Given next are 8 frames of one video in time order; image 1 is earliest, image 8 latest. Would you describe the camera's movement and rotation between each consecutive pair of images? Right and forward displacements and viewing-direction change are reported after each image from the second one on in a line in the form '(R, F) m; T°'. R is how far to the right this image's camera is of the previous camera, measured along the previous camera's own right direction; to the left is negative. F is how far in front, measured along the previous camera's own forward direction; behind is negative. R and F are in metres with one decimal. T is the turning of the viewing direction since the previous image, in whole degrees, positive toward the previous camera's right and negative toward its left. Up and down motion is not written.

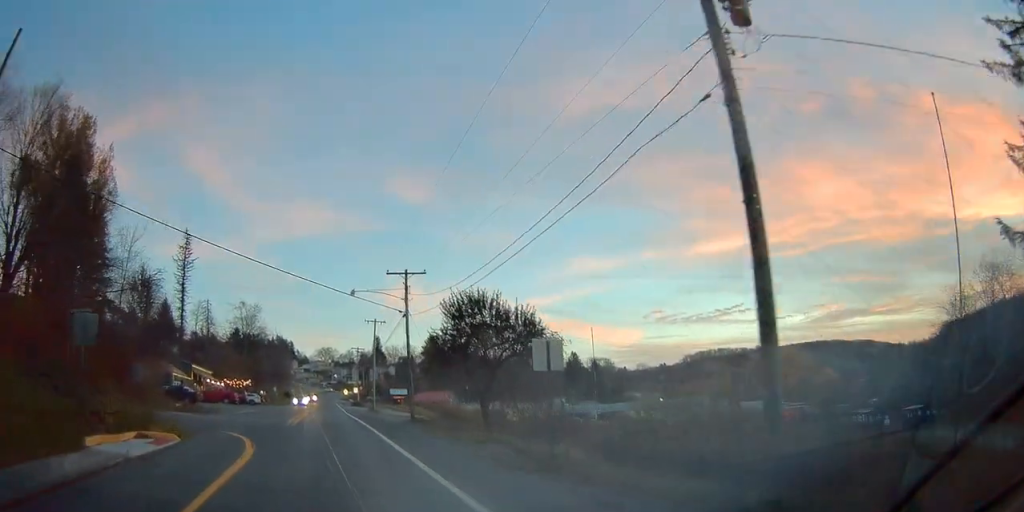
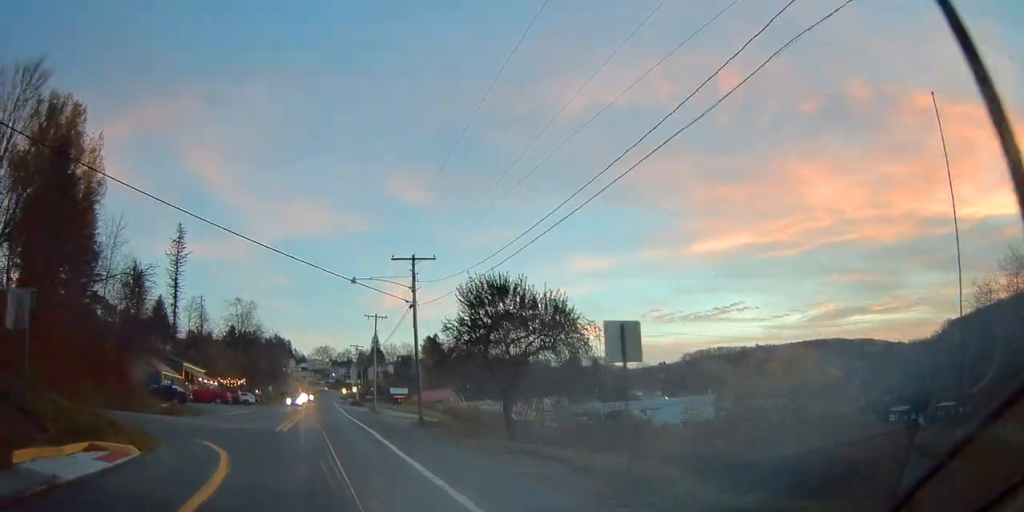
(0.0, +3.8) m; 0°
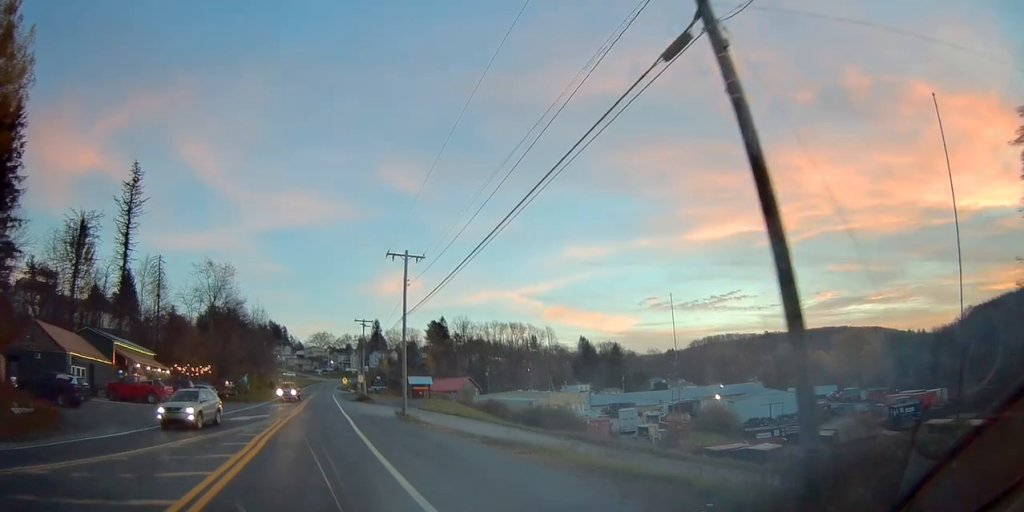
(+0.2, +25.1) m; +1°
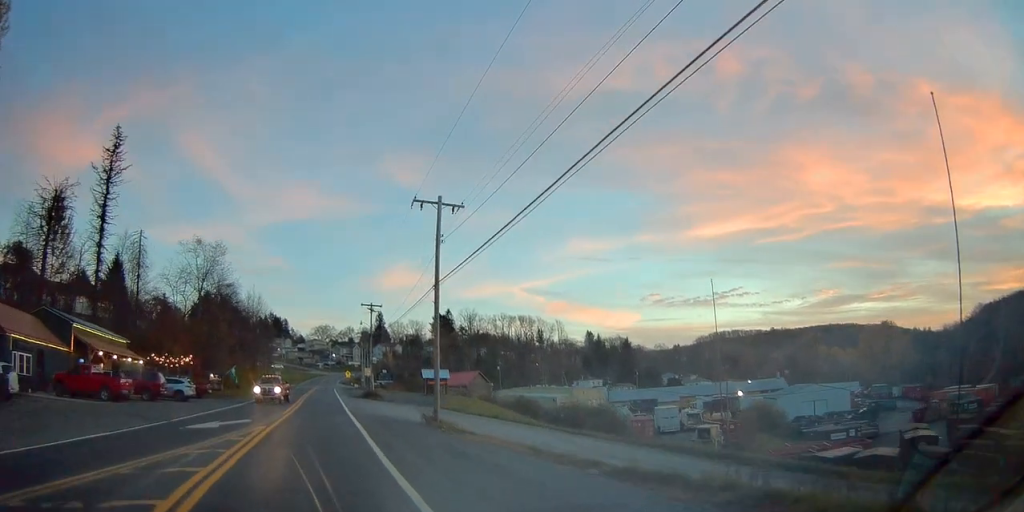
(+0.1, +9.7) m; +1°
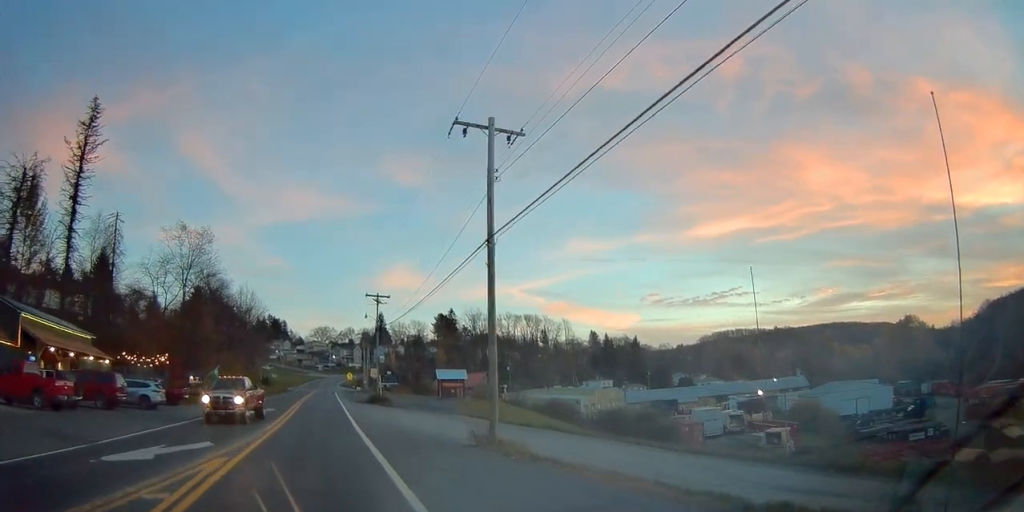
(0.0, +8.5) m; 0°
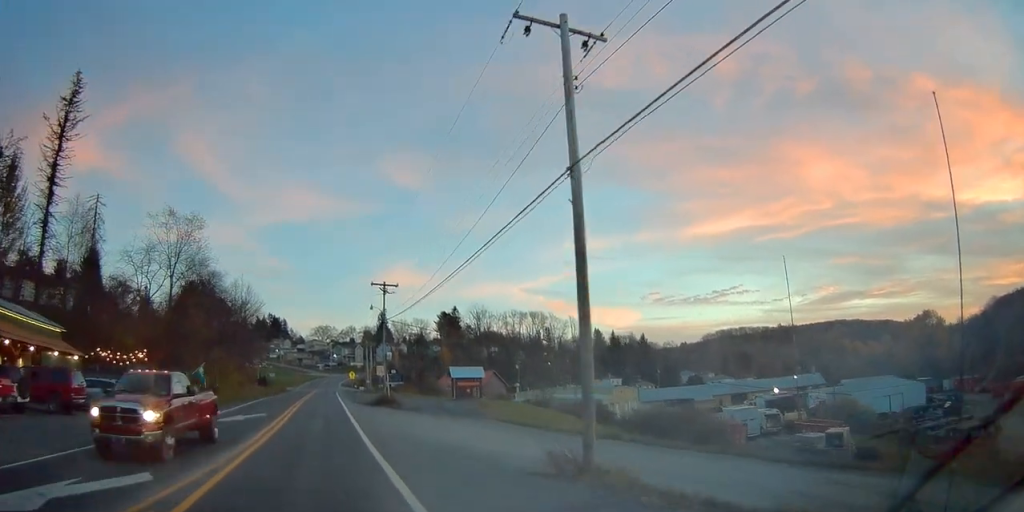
(0.0, +6.1) m; 0°
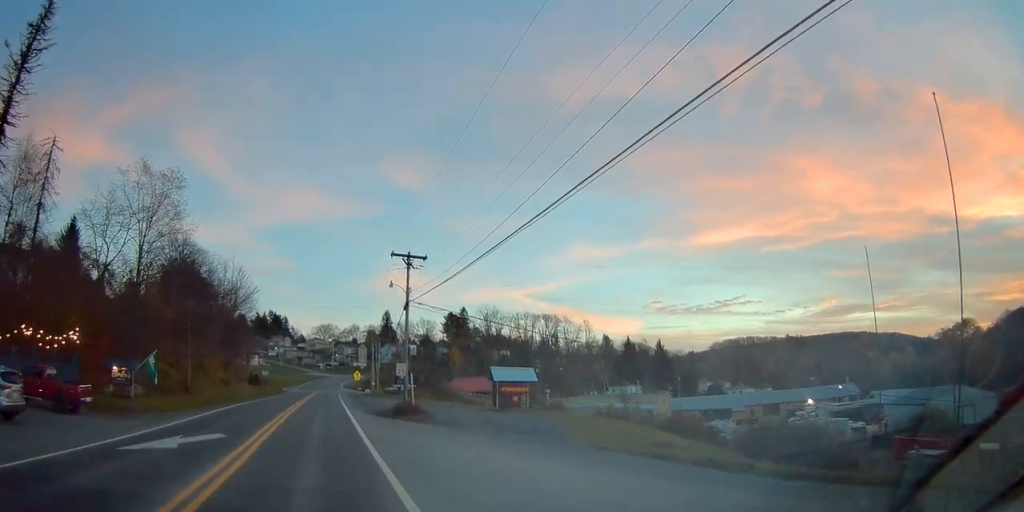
(-0.2, +12.7) m; -1°
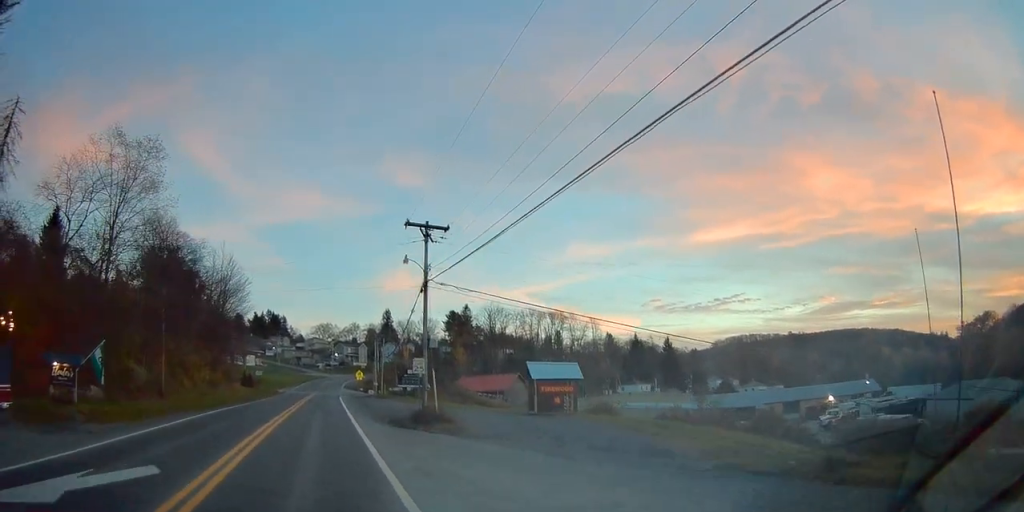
(-0.1, +7.4) m; 0°
